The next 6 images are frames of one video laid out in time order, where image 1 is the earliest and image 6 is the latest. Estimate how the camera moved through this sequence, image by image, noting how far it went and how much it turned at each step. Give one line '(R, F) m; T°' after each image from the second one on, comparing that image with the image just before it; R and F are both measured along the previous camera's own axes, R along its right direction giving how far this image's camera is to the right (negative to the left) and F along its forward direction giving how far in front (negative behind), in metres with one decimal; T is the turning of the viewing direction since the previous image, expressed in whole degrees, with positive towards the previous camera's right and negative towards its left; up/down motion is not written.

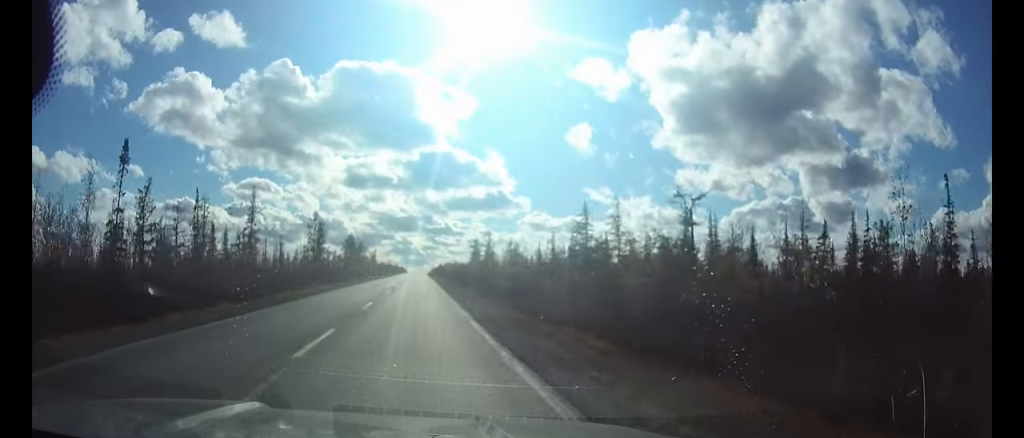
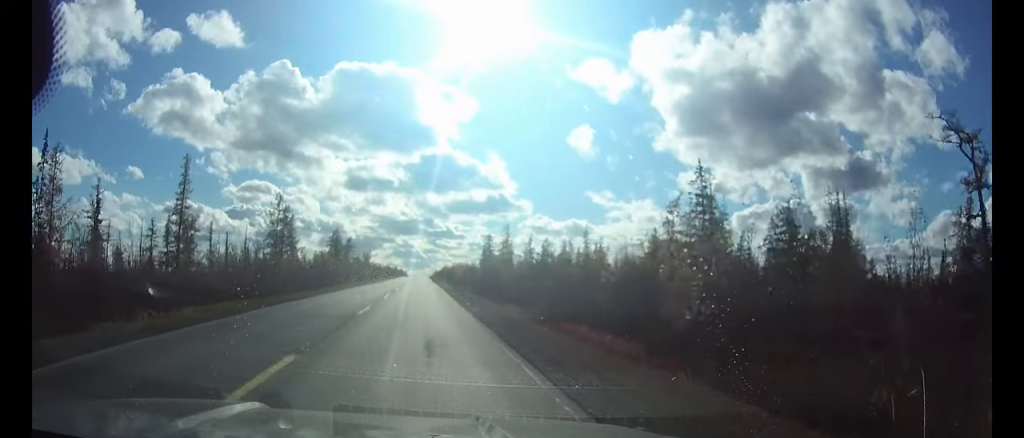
(0.0, +28.1) m; 0°
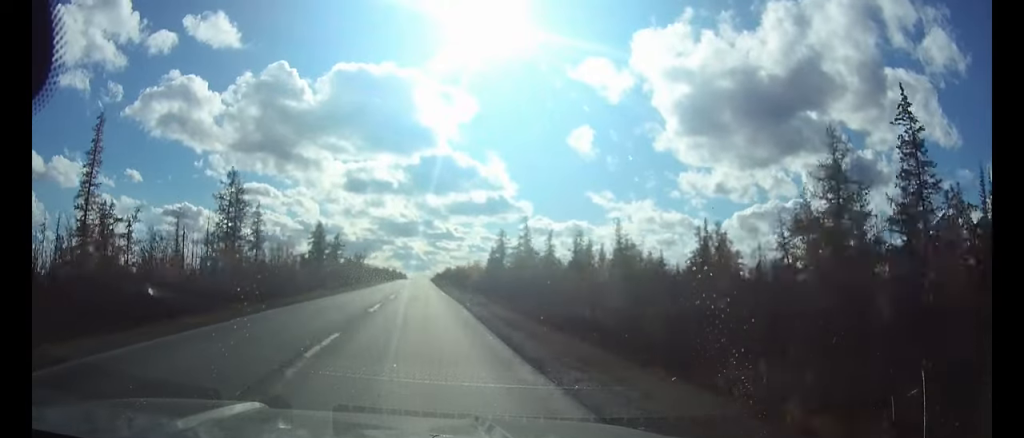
(0.0, +19.0) m; 0°
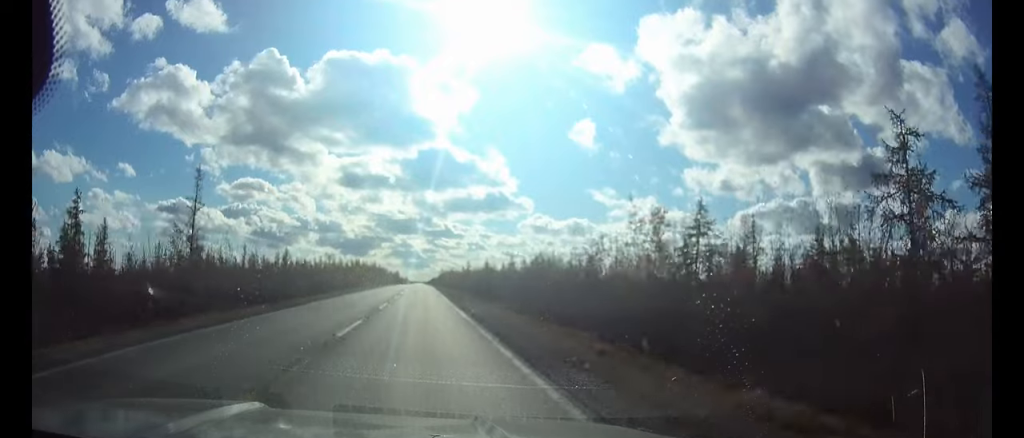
(-0.2, +138.9) m; 0°
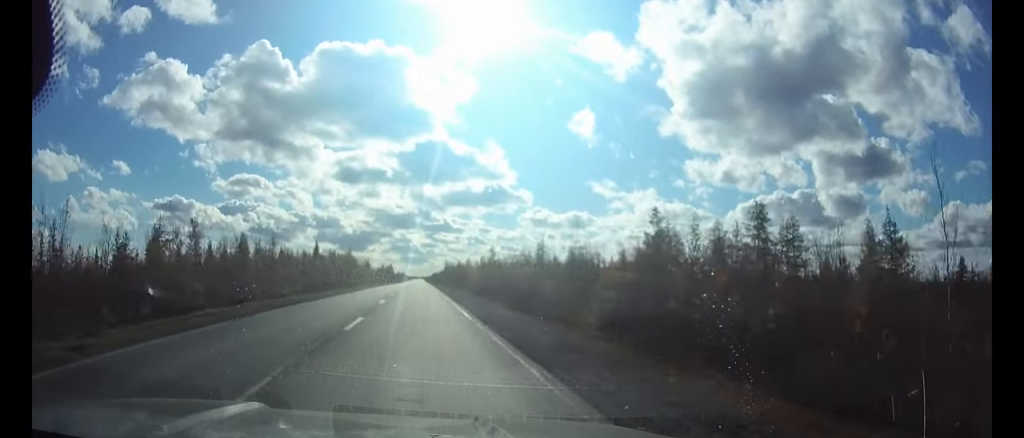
(+0.1, +71.6) m; 0°
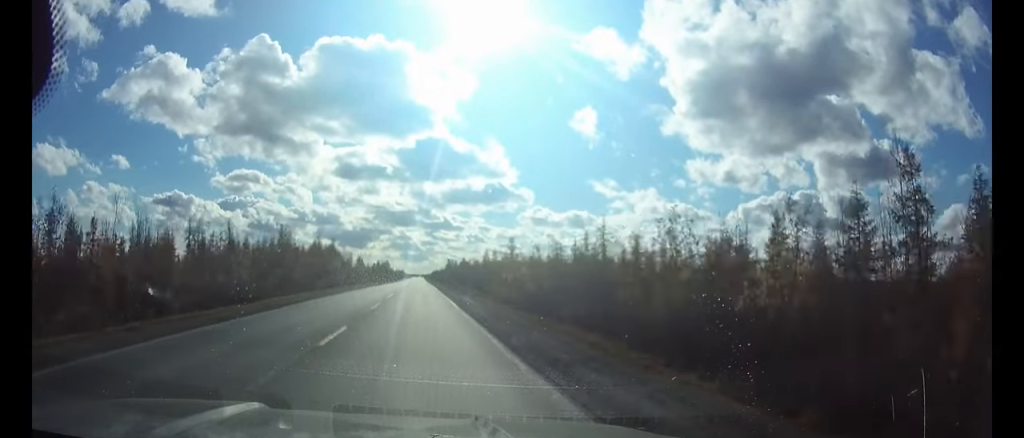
(0.0, +26.2) m; 0°
